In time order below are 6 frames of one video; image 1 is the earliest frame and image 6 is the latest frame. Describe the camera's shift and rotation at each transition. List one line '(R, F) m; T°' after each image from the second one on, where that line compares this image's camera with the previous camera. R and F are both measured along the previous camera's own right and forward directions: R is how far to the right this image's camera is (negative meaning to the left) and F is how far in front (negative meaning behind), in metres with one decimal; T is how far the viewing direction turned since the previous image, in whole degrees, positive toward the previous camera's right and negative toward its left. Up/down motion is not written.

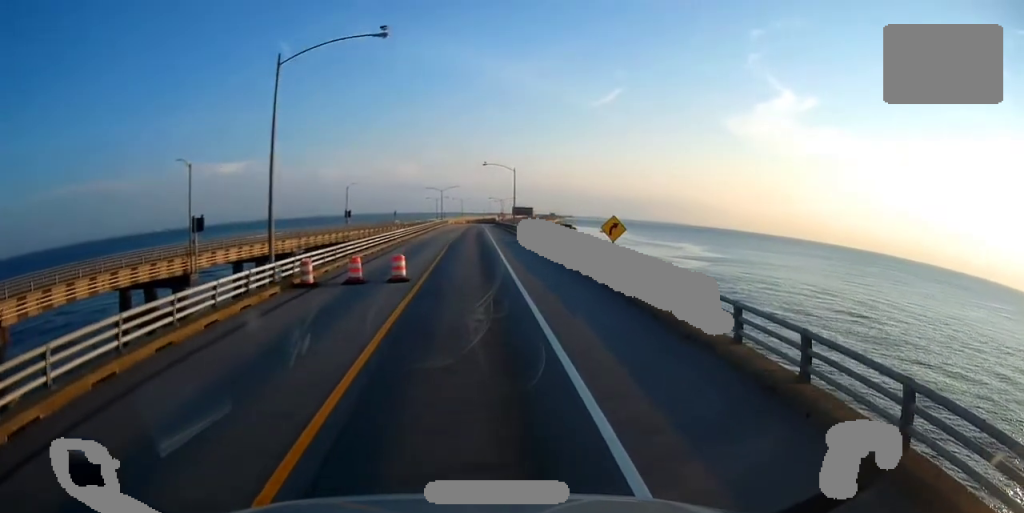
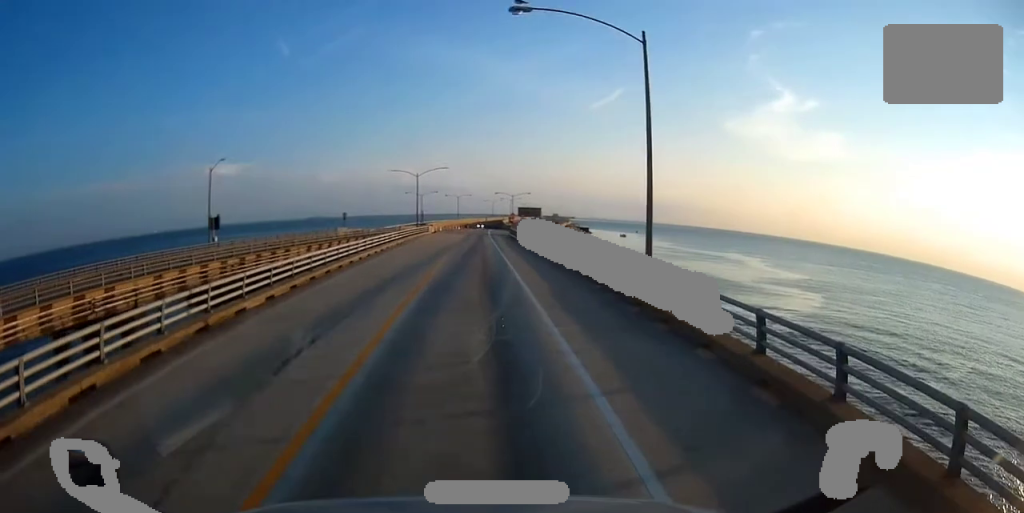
(0.0, +64.5) m; 0°
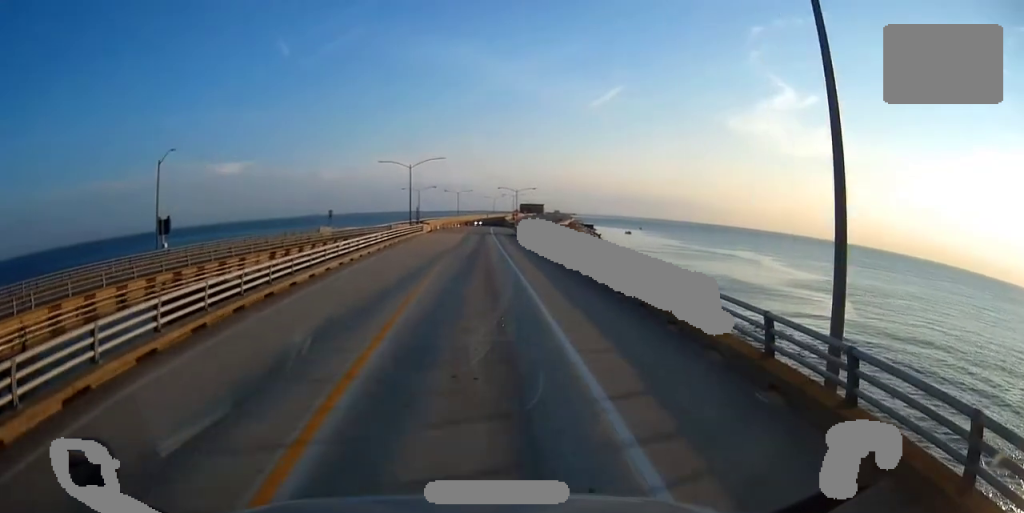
(-0.1, +10.6) m; 0°
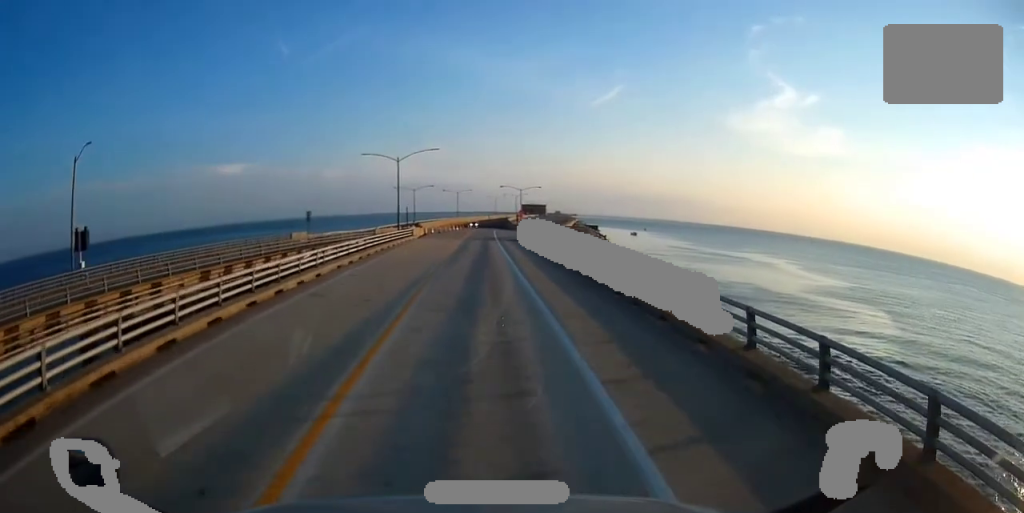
(0.0, +12.4) m; 0°
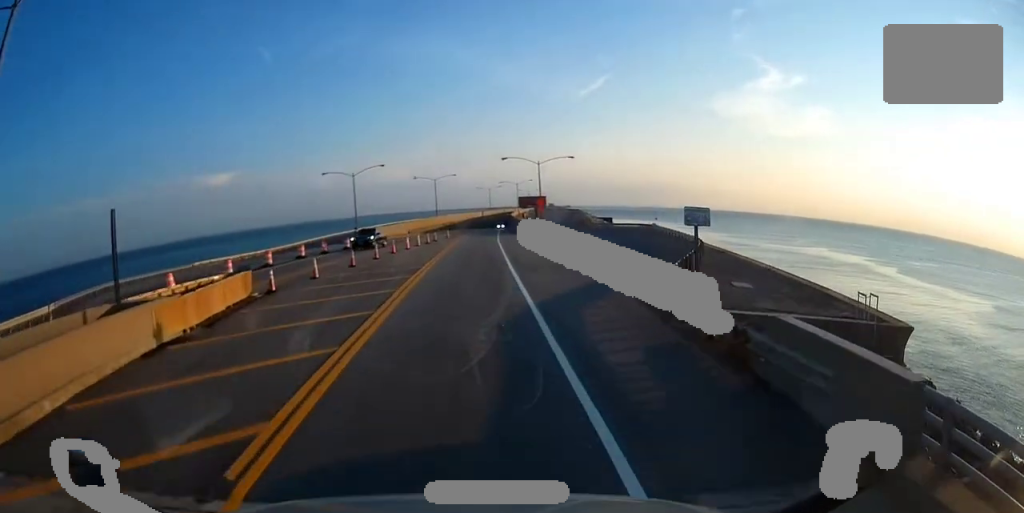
(+0.4, +56.3) m; +1°
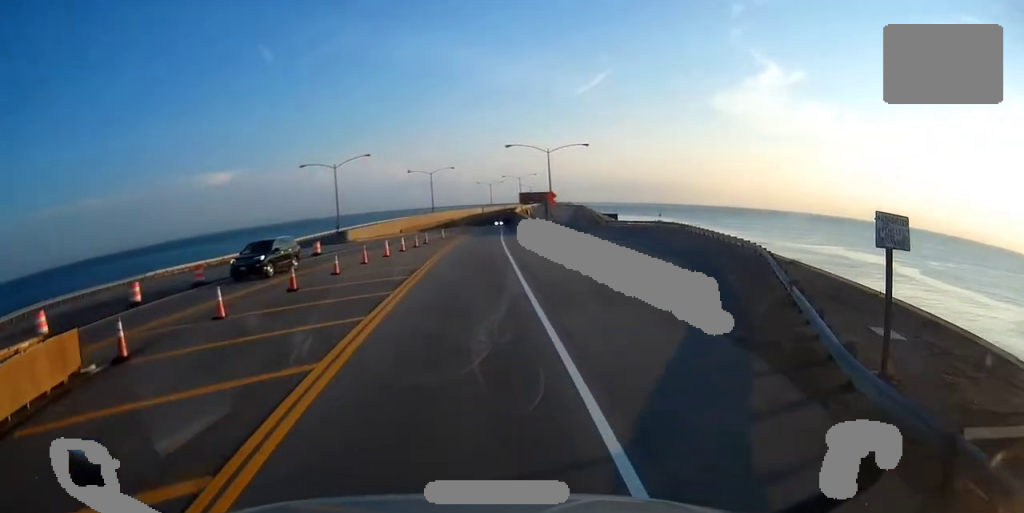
(0.0, +9.9) m; 0°
